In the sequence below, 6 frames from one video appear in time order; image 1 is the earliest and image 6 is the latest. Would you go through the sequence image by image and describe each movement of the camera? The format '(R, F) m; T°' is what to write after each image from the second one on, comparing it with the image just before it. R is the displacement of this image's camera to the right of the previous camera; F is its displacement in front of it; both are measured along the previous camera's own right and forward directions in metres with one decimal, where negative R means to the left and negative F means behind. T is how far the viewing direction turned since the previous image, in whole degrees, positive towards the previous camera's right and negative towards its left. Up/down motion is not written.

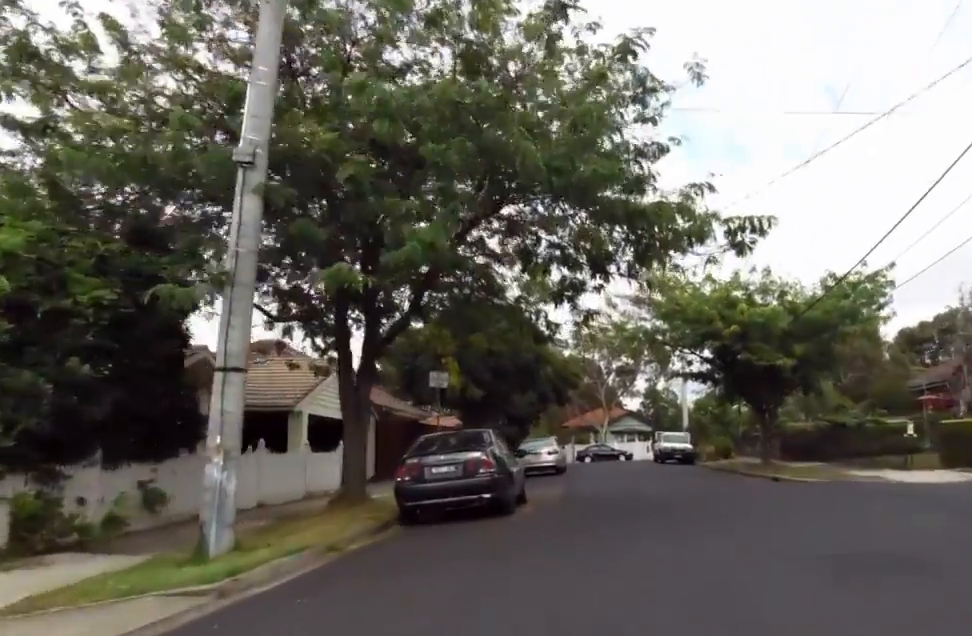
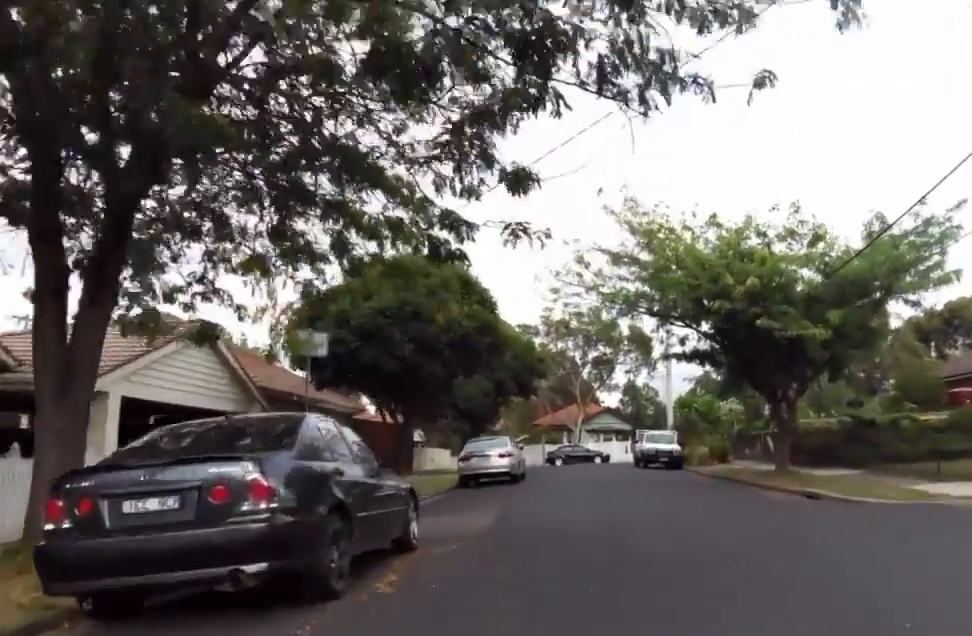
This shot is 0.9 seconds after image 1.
(-1.2, +6.5) m; 0°
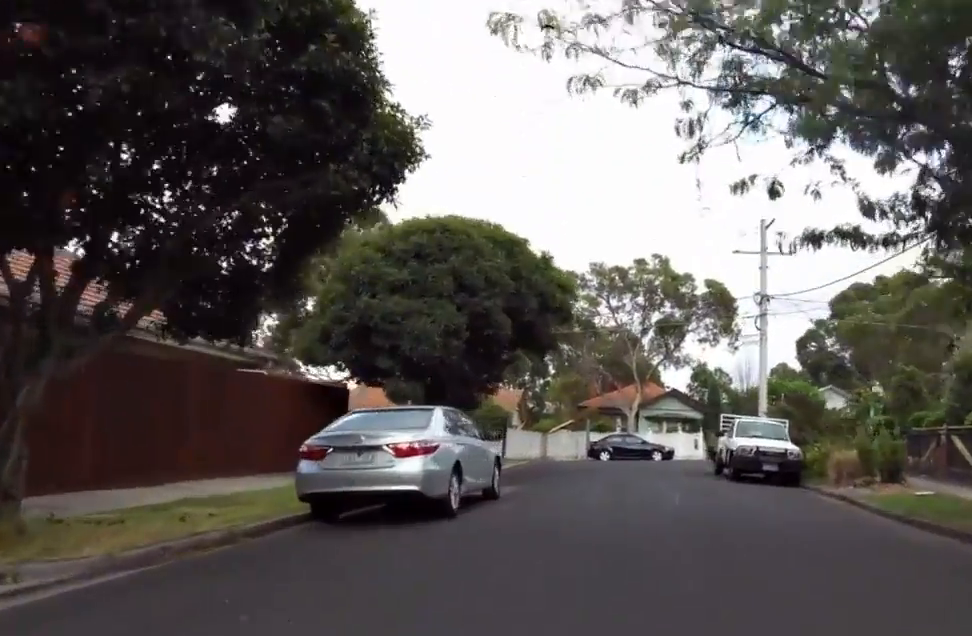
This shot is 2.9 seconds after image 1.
(+0.3, +13.7) m; -11°
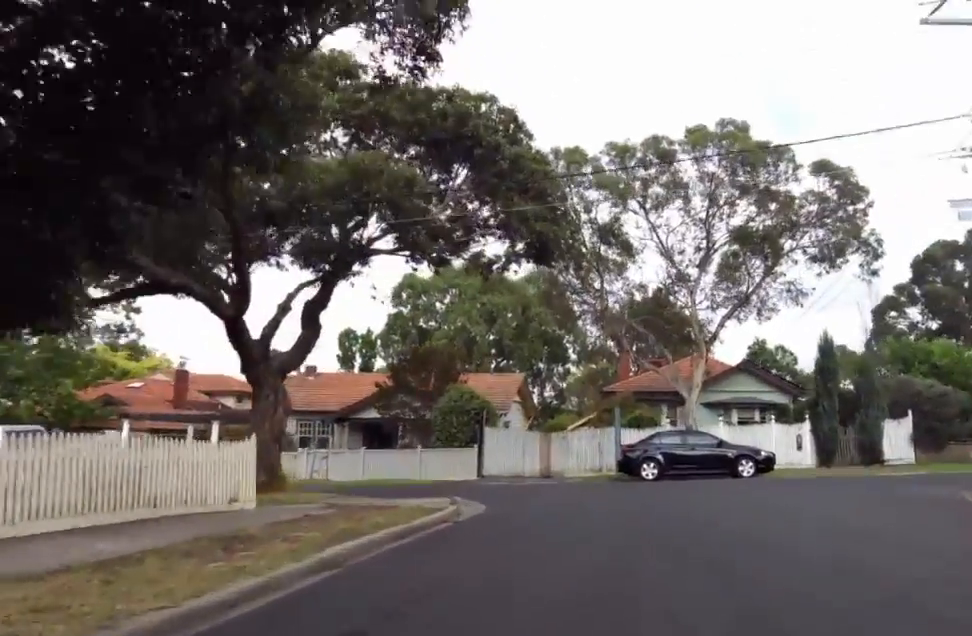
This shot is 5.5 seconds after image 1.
(+1.5, +17.6) m; +3°
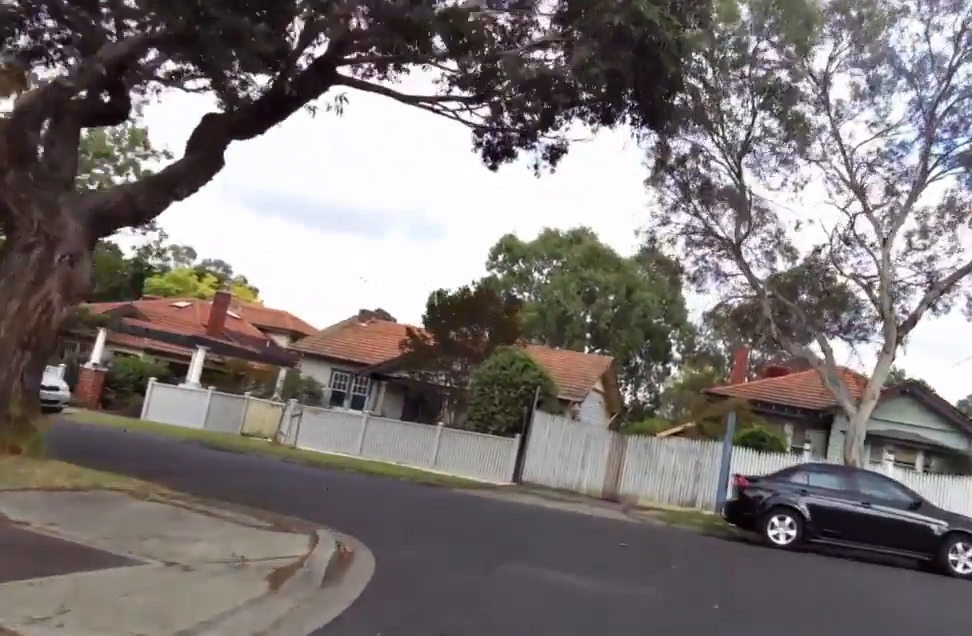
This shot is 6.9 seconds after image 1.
(-2.4, +8.6) m; -18°
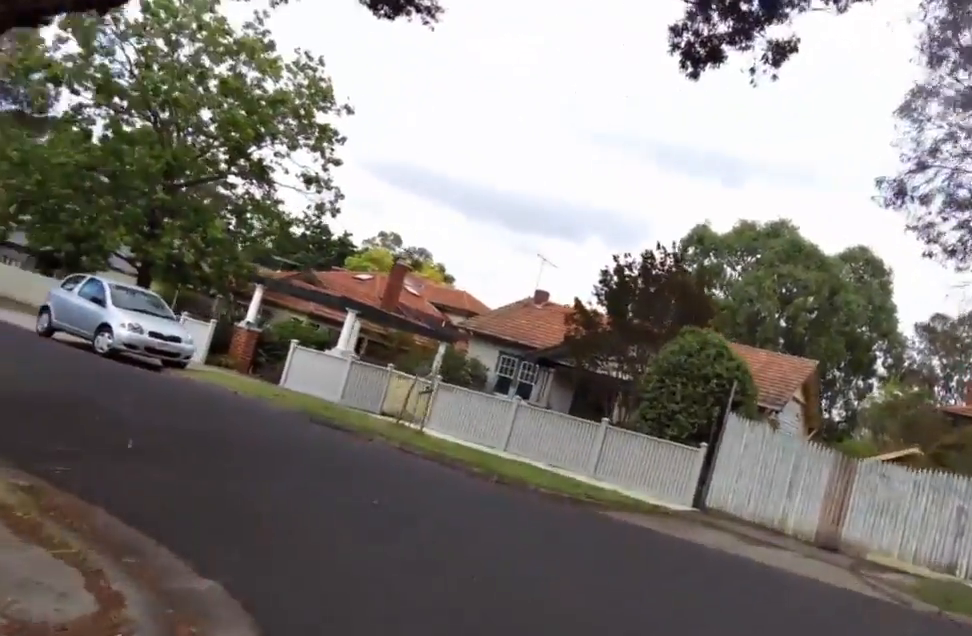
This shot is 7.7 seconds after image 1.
(+1.0, +5.4) m; -12°
